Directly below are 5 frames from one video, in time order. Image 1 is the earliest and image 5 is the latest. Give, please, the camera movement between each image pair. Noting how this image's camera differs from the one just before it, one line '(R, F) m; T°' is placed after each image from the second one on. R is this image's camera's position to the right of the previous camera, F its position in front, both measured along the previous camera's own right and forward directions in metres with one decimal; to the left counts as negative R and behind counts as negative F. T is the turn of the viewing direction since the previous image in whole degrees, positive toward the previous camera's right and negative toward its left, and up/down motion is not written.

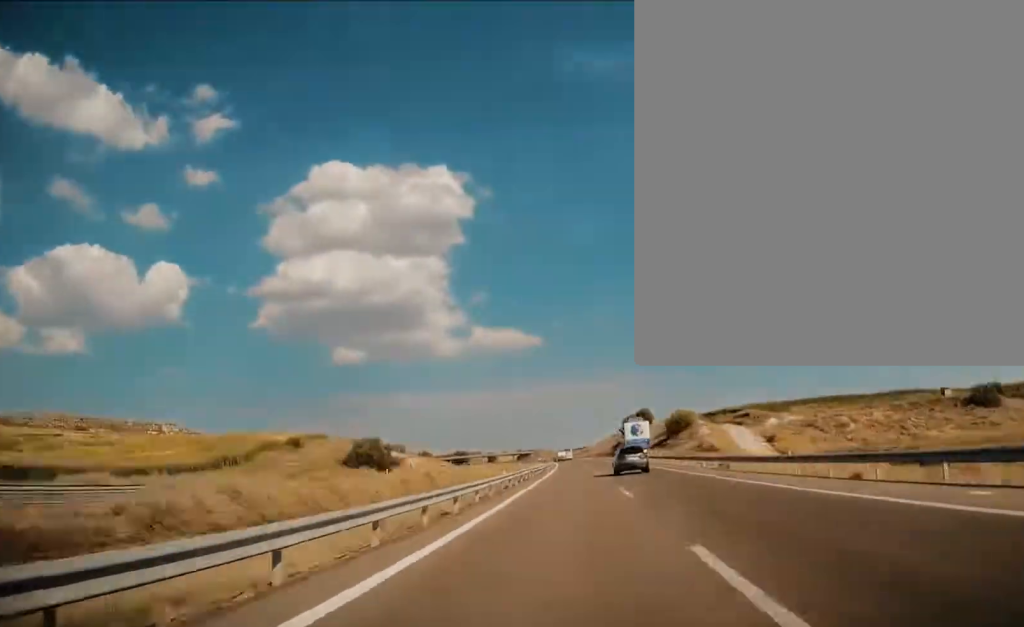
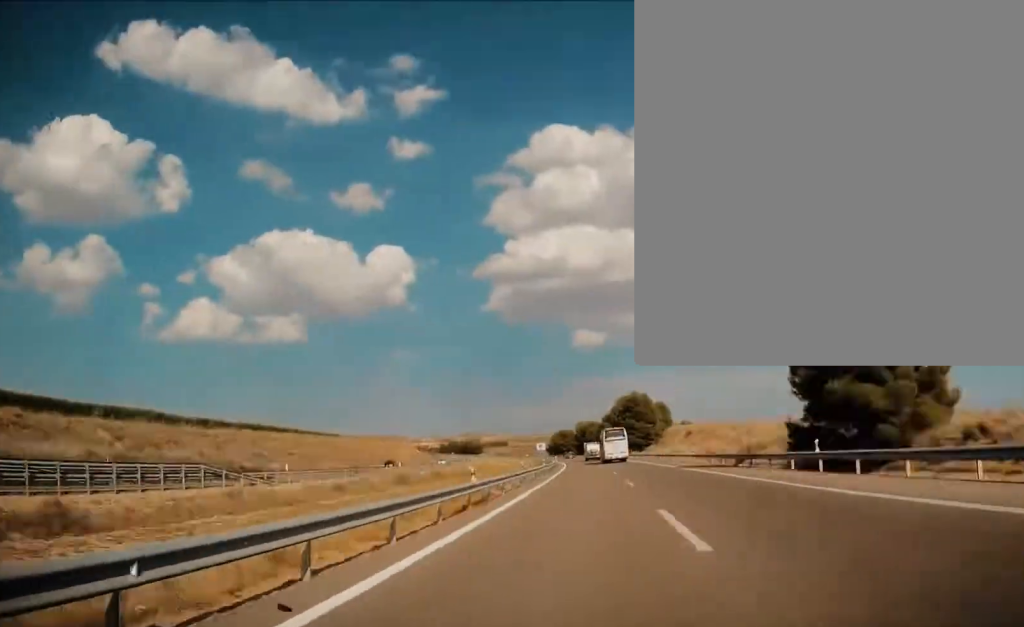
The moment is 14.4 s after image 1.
(-70.3, +538.8) m; -18°
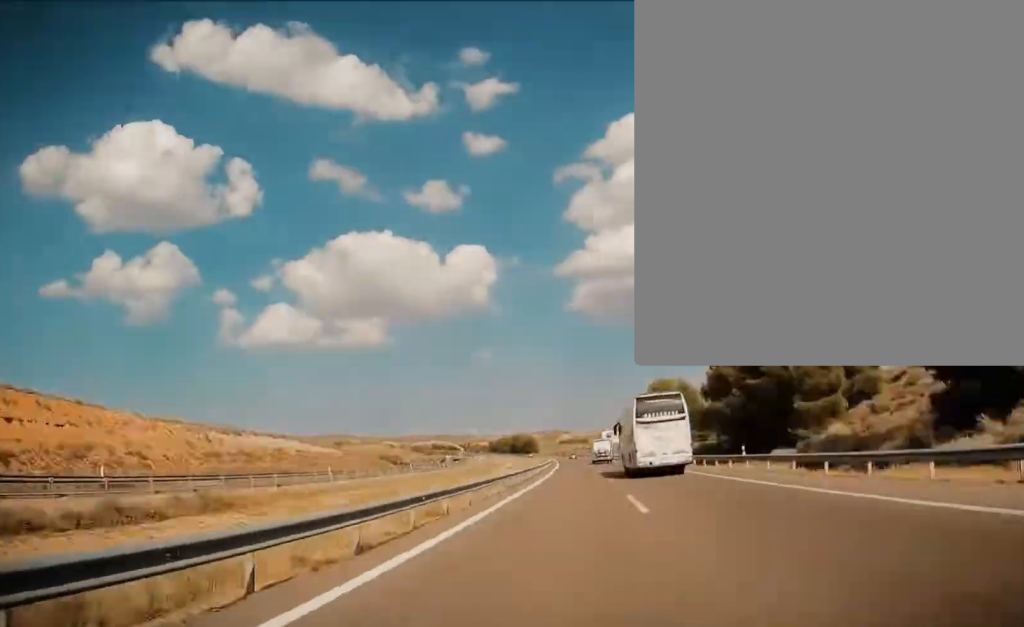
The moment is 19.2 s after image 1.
(-11.4, +181.5) m; -7°
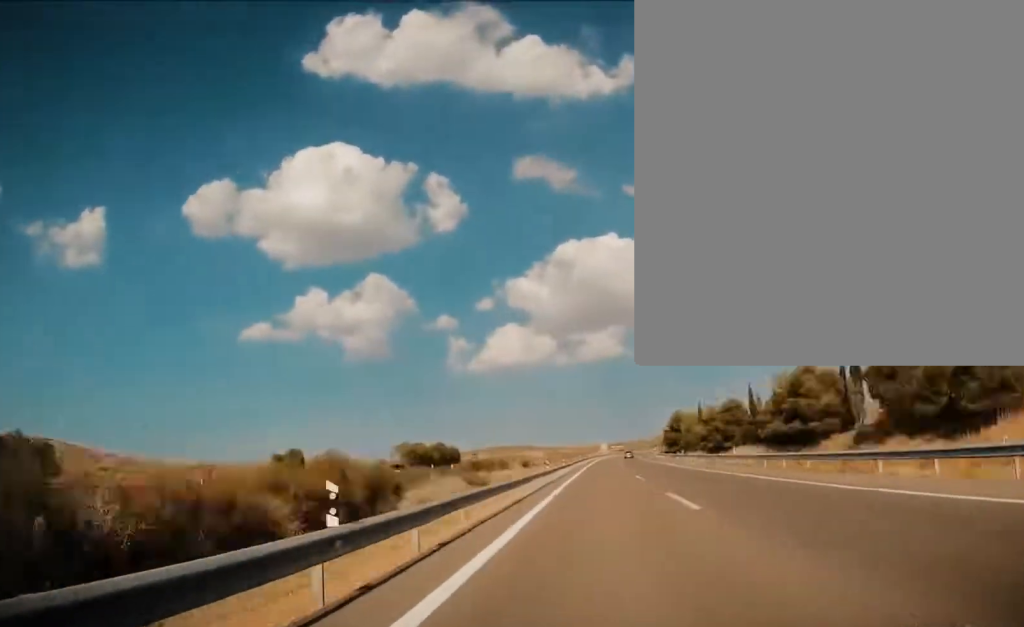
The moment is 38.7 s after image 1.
(-134.3, +716.3) m; -11°
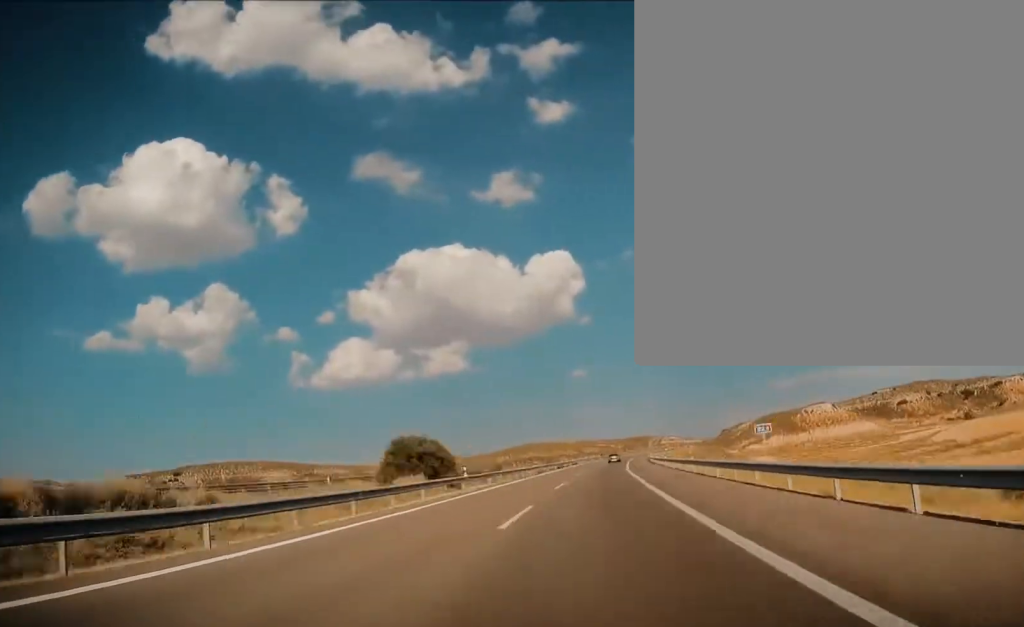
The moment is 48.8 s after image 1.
(+35.3, +376.0) m; +12°
